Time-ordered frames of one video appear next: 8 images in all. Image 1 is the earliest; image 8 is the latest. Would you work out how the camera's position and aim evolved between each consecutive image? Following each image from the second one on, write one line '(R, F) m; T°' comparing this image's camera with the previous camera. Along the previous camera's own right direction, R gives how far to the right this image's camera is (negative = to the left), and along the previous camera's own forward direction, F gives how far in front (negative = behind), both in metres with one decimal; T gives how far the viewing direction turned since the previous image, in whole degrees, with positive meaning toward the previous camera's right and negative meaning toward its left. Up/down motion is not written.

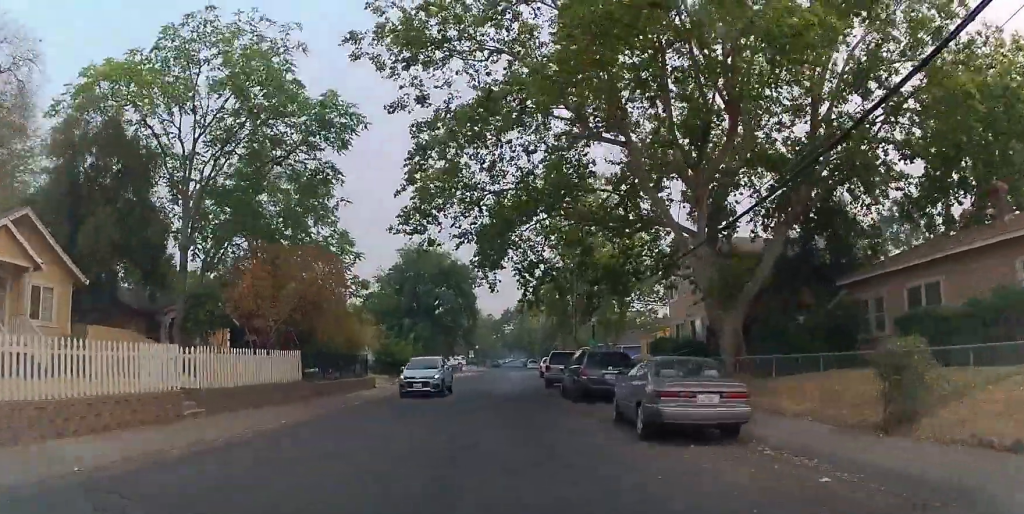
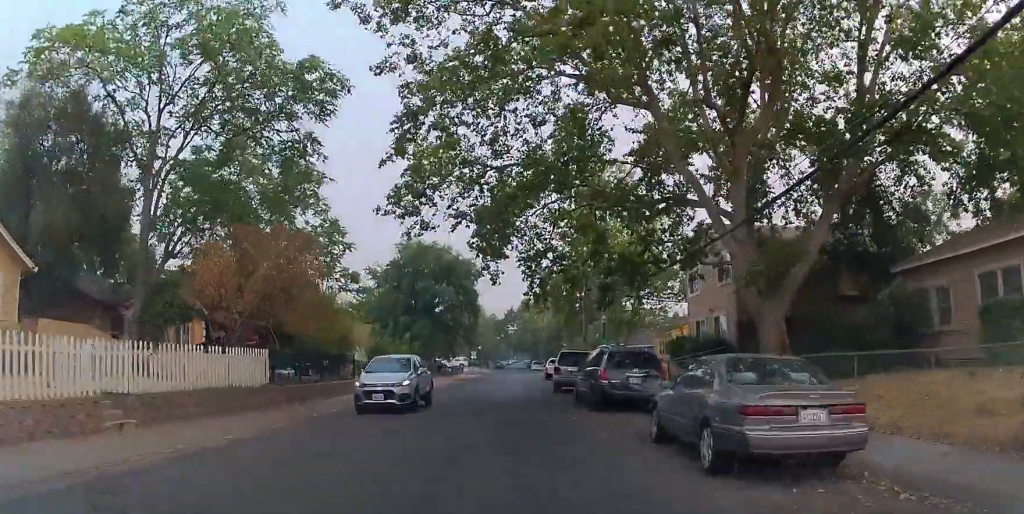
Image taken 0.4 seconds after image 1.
(-0.1, +3.2) m; -2°
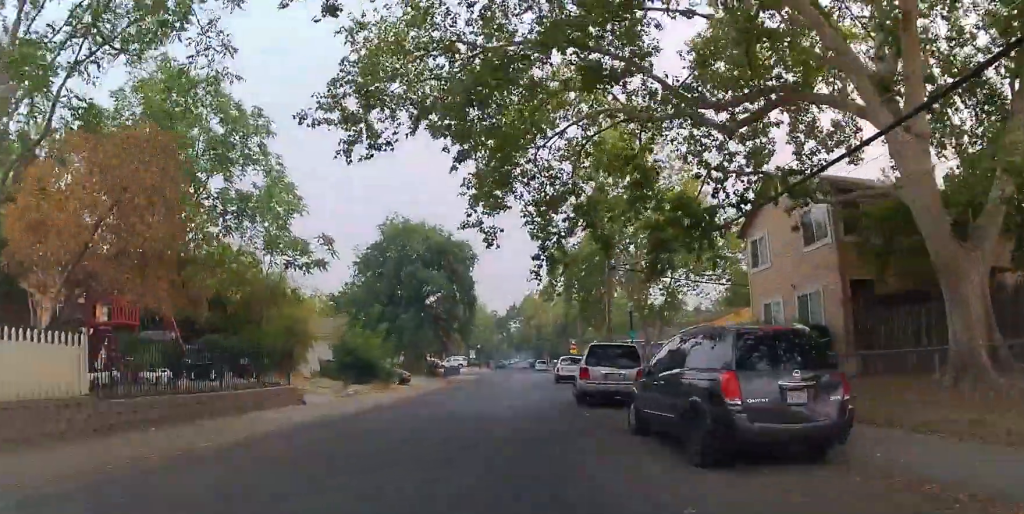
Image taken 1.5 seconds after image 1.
(-0.5, +8.5) m; -2°
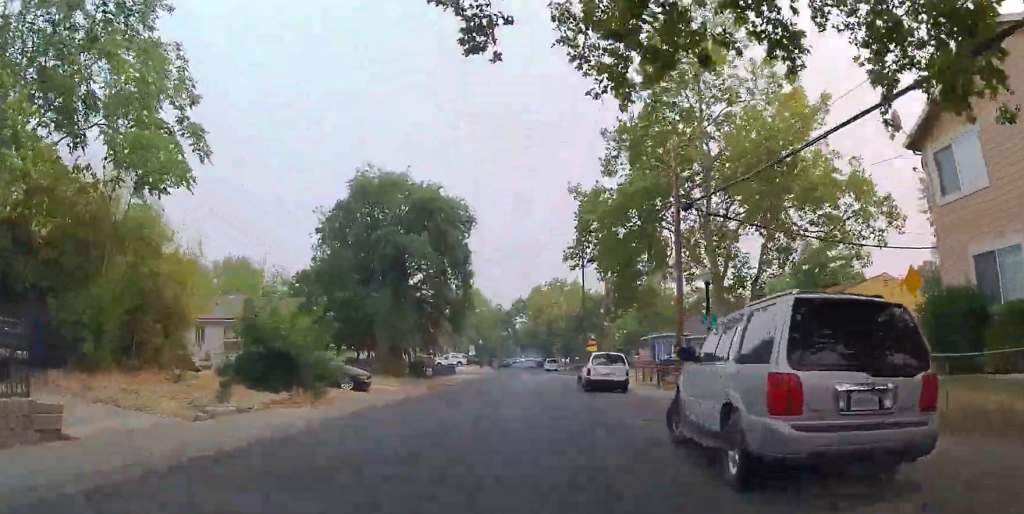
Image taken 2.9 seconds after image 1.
(+0.4, +11.8) m; +3°
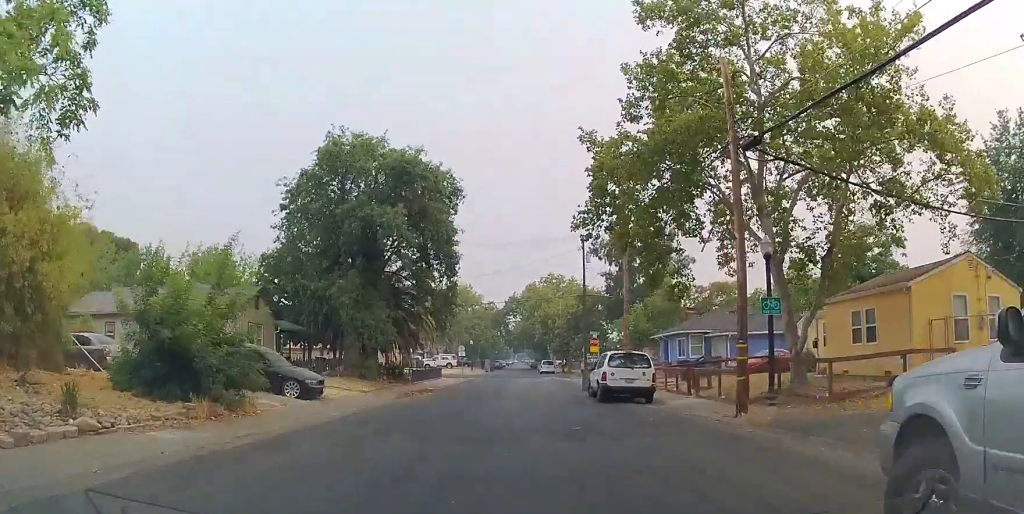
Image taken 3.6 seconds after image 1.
(0.0, +5.6) m; 0°
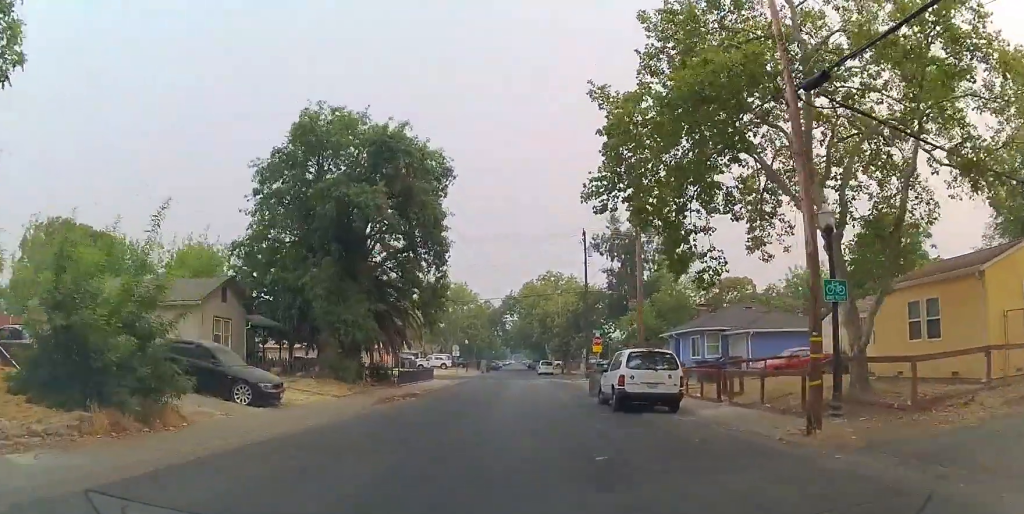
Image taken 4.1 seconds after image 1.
(0.0, +3.4) m; 0°
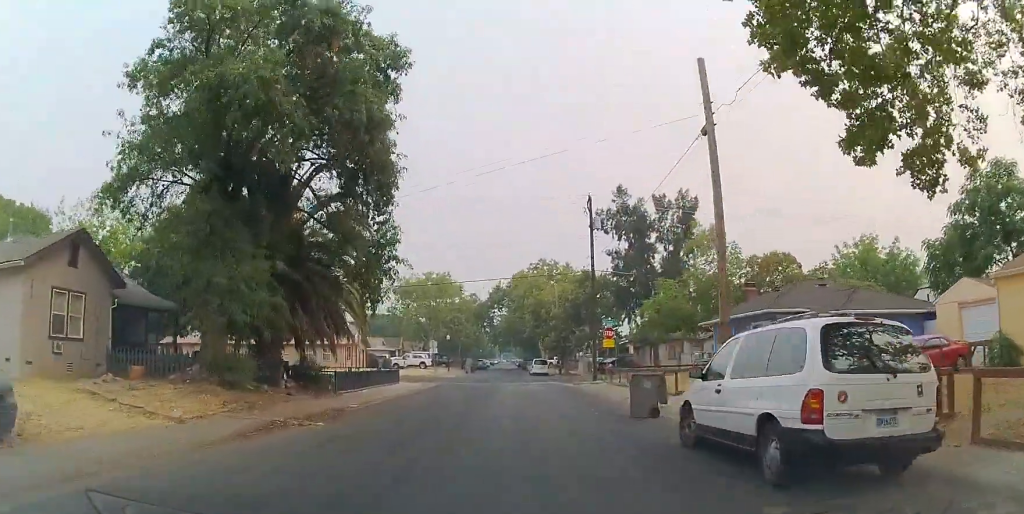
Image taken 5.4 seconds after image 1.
(0.0, +10.1) m; 0°
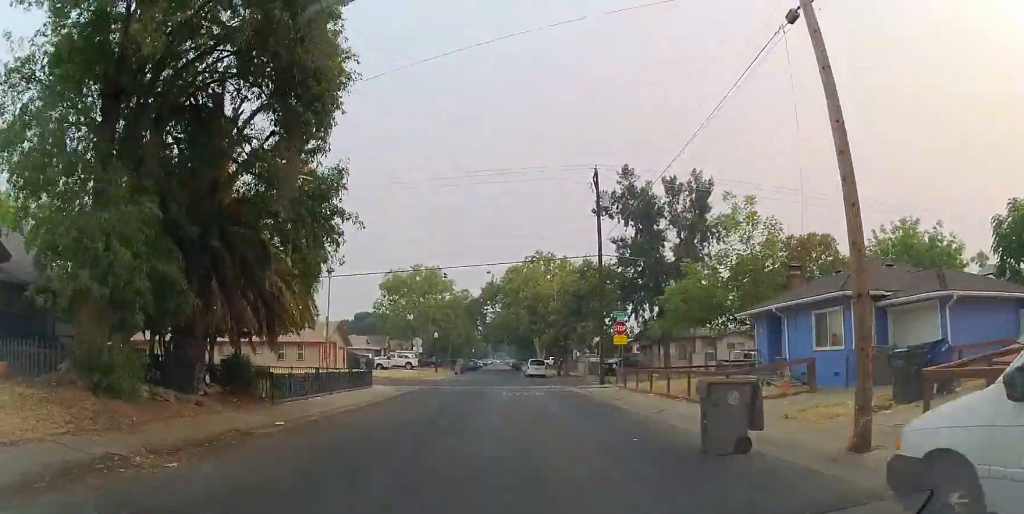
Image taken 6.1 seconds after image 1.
(0.0, +5.6) m; 0°
